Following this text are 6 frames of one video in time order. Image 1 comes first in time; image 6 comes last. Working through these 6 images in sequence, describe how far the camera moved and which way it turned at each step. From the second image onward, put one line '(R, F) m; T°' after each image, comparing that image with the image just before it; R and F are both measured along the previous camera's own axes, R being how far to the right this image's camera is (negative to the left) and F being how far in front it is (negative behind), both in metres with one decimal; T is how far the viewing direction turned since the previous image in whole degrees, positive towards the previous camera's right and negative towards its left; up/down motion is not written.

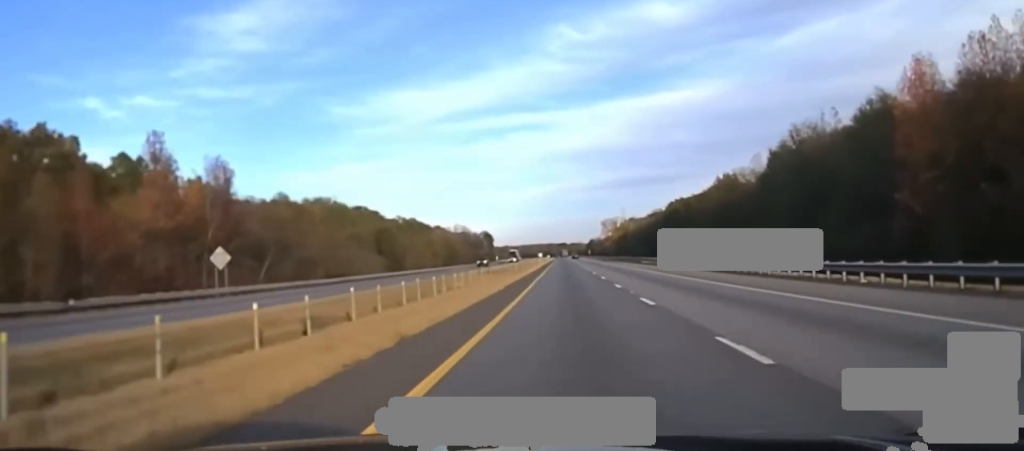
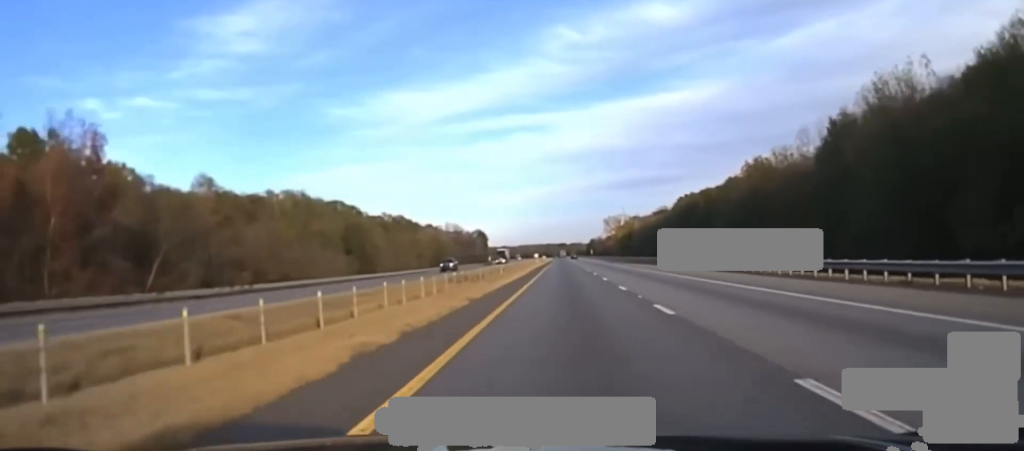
(-0.1, +27.8) m; 0°
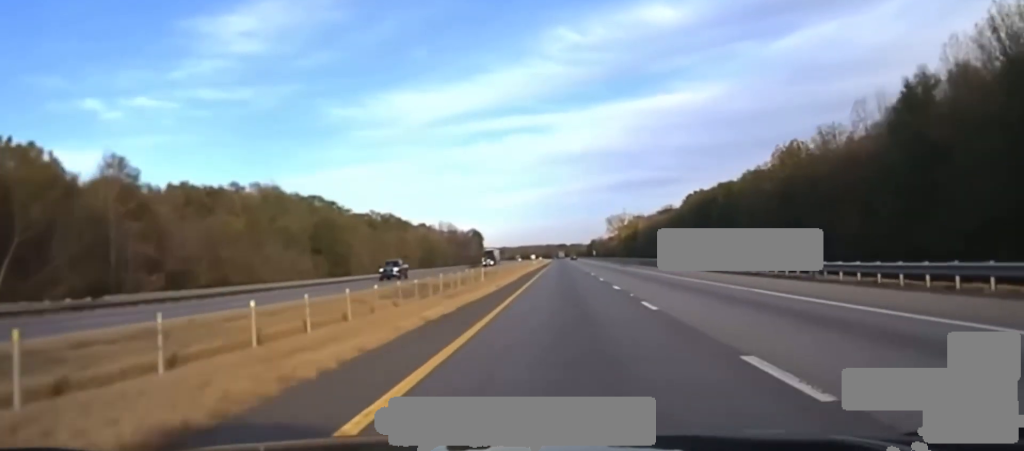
(-0.1, +19.6) m; 0°
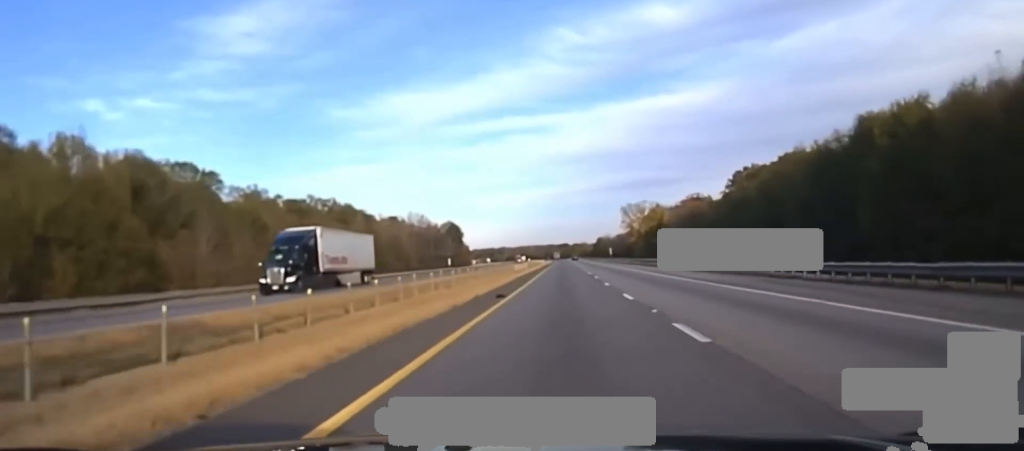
(+0.3, +74.1) m; 0°
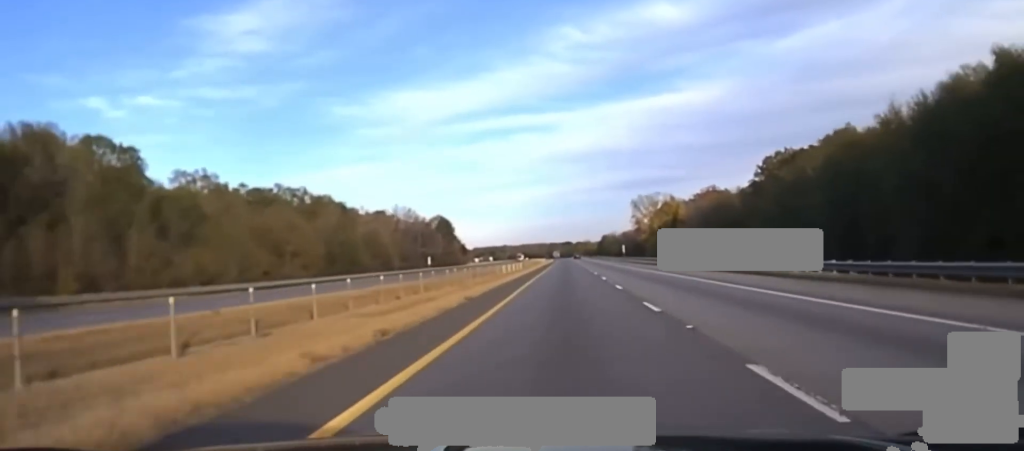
(-0.1, +30.2) m; 0°
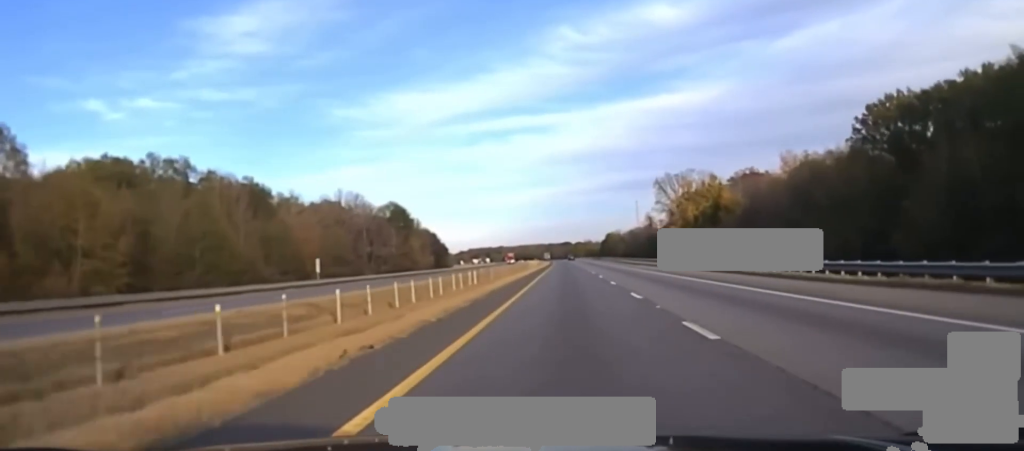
(-0.3, +72.0) m; 0°
